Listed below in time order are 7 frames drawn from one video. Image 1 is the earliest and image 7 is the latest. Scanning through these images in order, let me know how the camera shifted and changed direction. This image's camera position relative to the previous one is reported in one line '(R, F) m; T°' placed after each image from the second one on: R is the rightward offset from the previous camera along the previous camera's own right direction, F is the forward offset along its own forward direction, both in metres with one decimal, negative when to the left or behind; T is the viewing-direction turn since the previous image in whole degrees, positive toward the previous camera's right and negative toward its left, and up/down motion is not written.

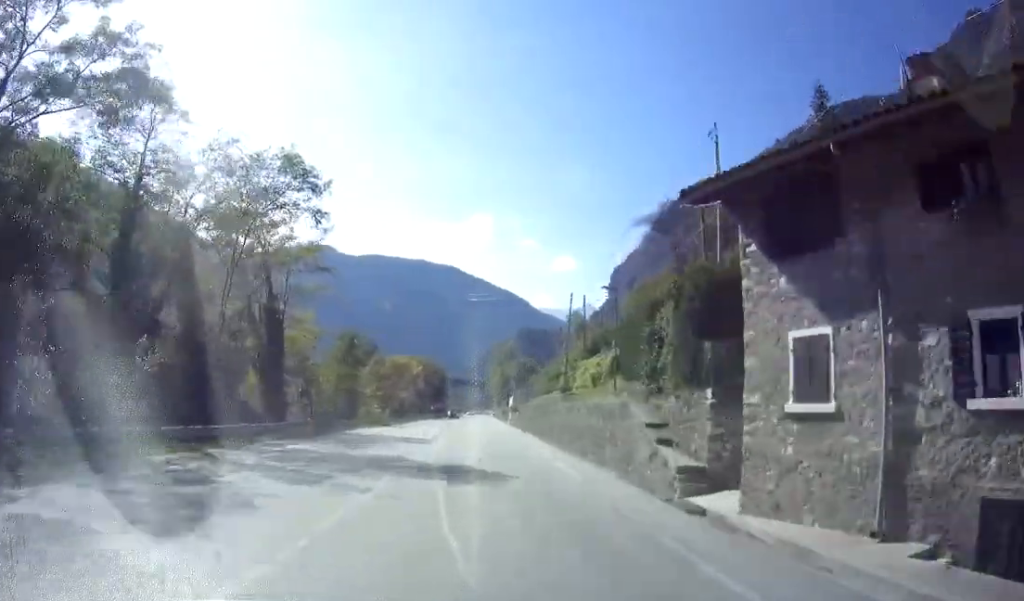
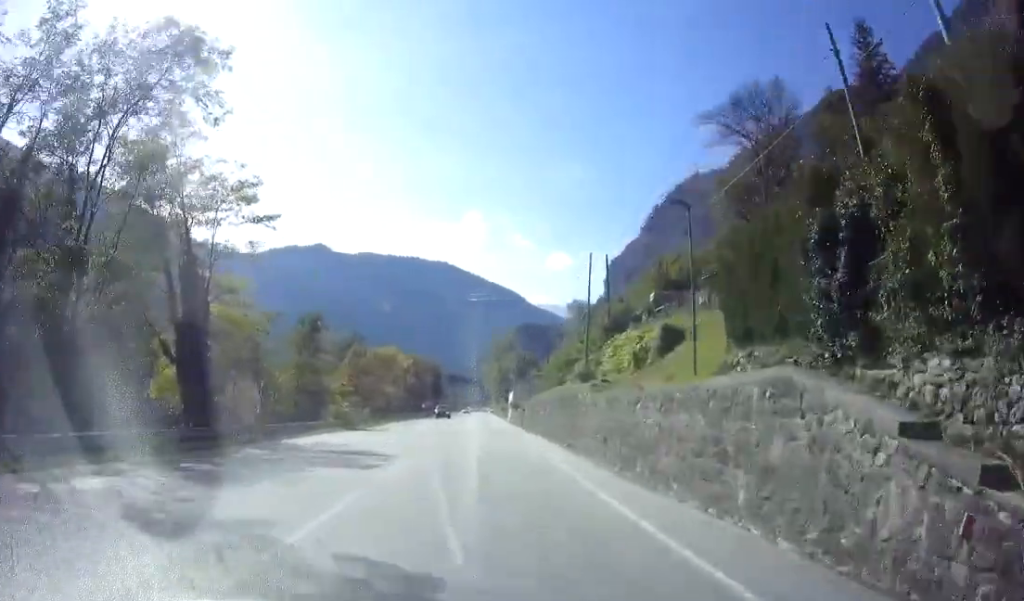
(+0.1, +10.8) m; 0°
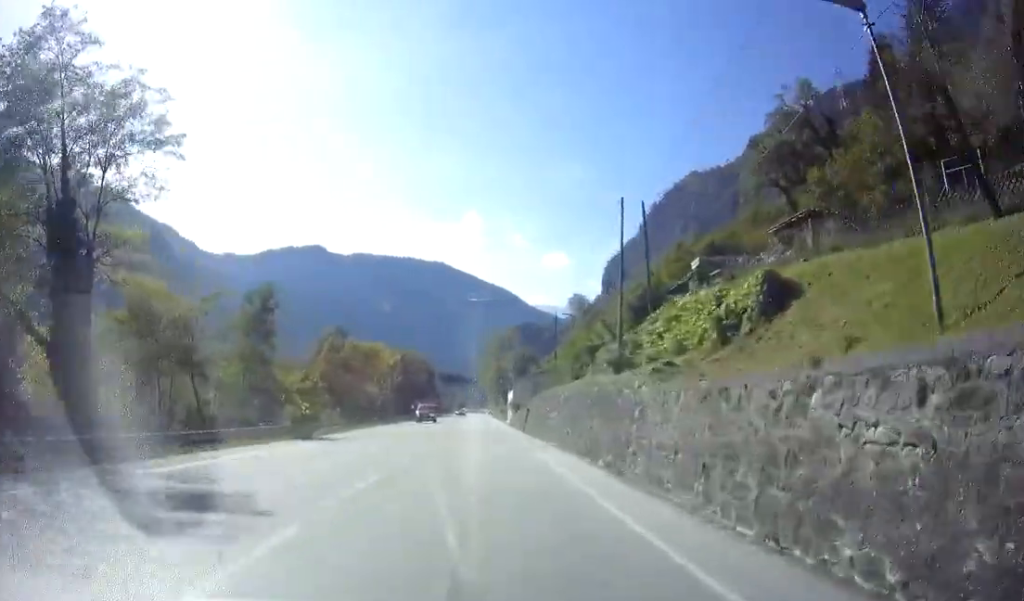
(0.0, +9.5) m; 0°
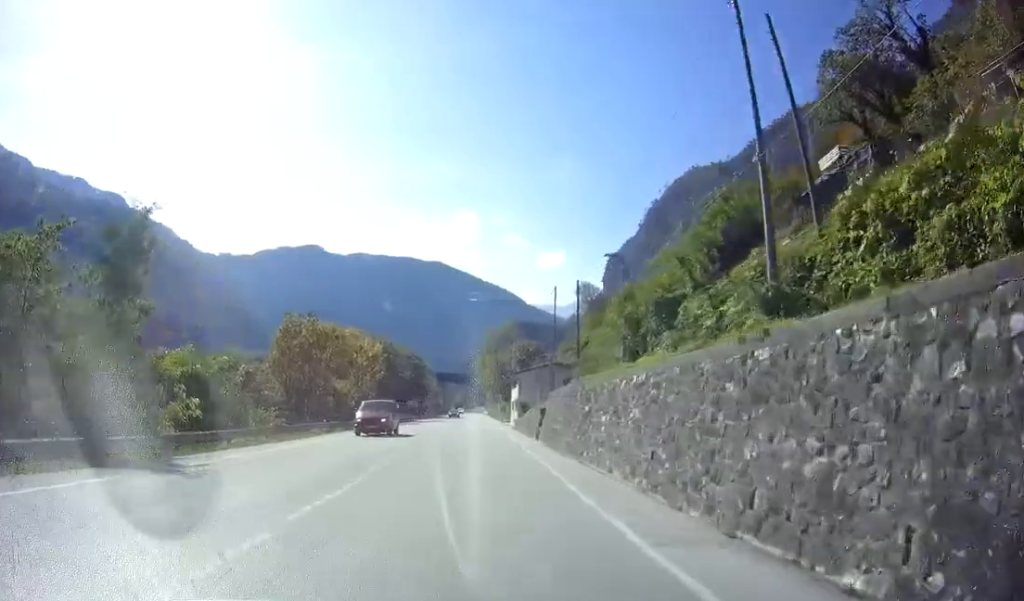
(+0.1, +14.0) m; -1°
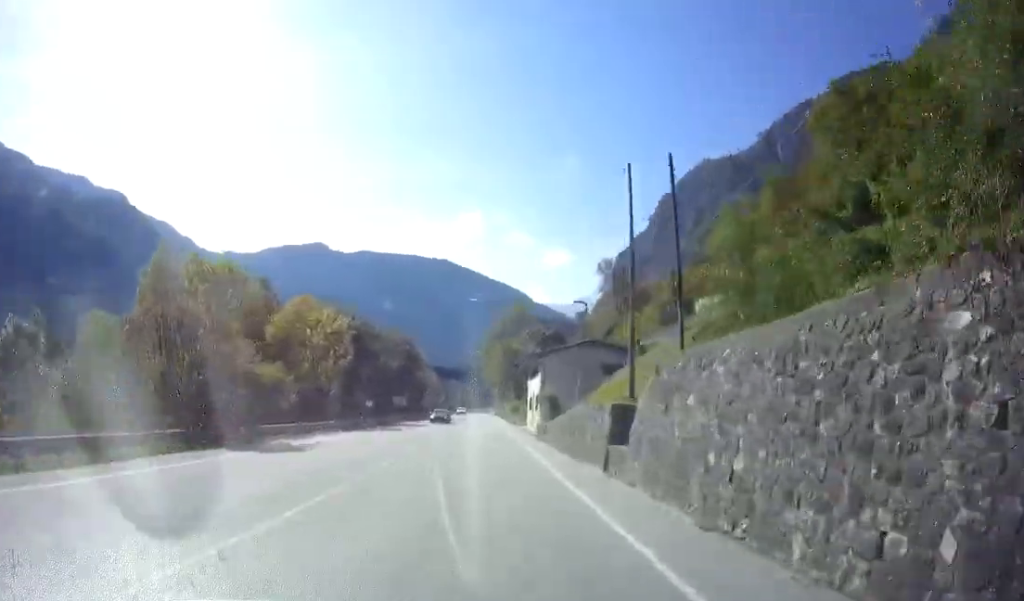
(-0.3, +21.1) m; -1°
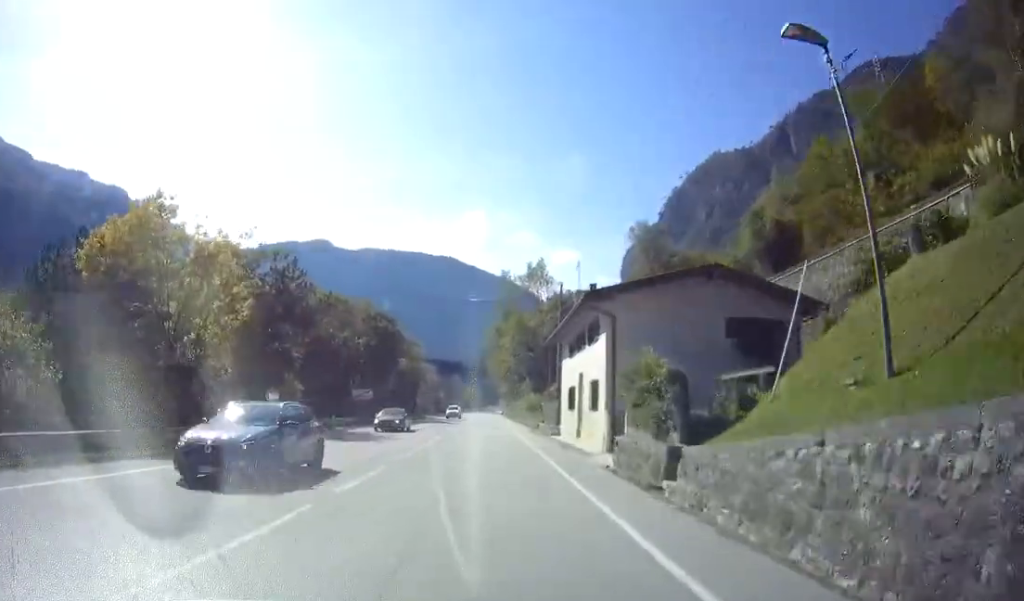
(+0.1, +24.2) m; 0°
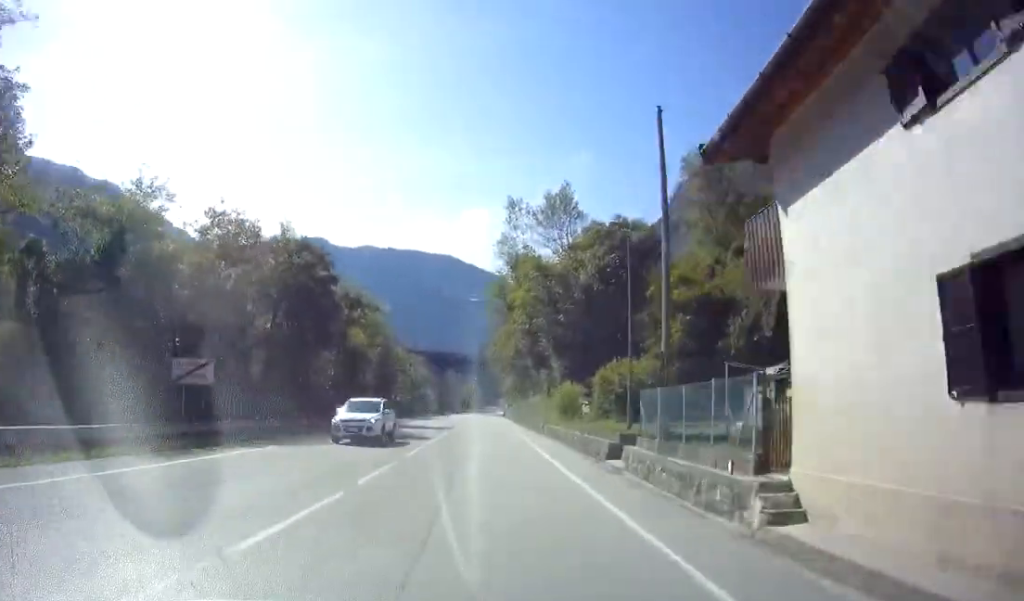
(0.0, +28.3) m; 0°
